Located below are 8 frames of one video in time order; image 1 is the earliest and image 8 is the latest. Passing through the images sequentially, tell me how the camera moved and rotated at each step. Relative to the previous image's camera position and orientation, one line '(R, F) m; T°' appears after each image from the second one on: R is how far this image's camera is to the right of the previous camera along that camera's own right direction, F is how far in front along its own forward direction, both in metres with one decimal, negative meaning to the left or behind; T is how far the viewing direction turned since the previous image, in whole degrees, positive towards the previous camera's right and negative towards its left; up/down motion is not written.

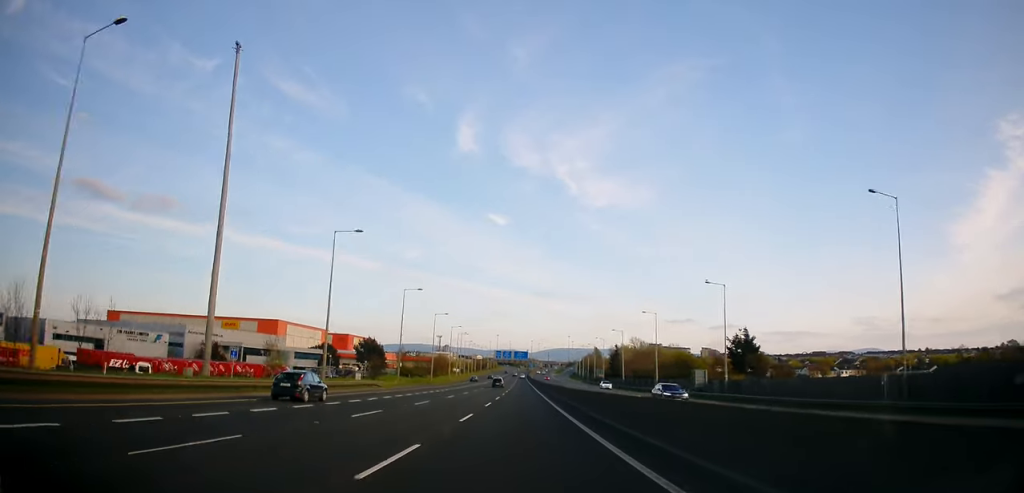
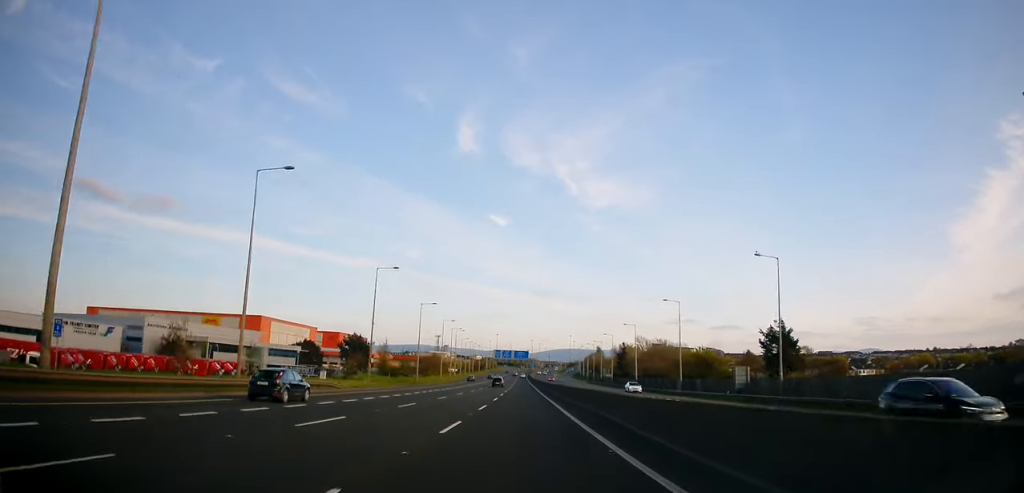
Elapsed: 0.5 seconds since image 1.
(0.0, +16.8) m; 0°
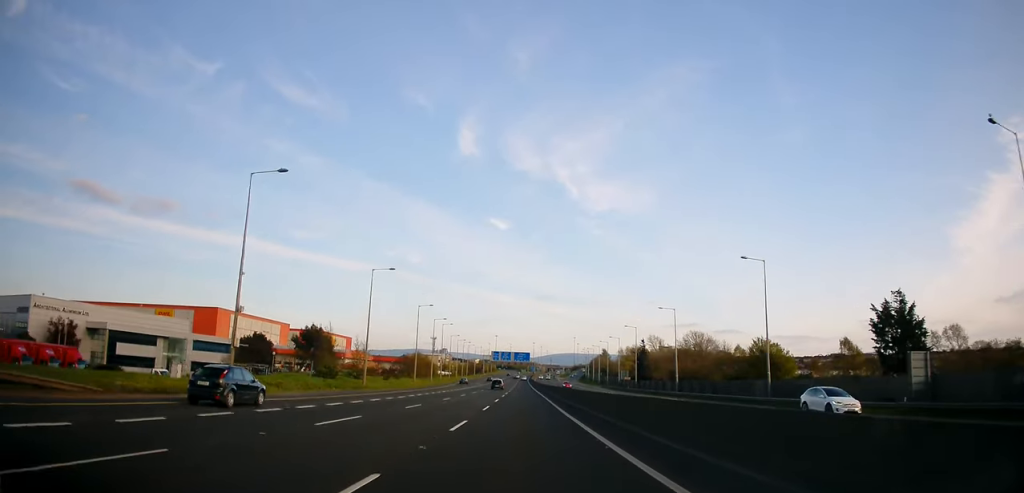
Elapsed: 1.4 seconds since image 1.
(-0.2, +33.5) m; 0°
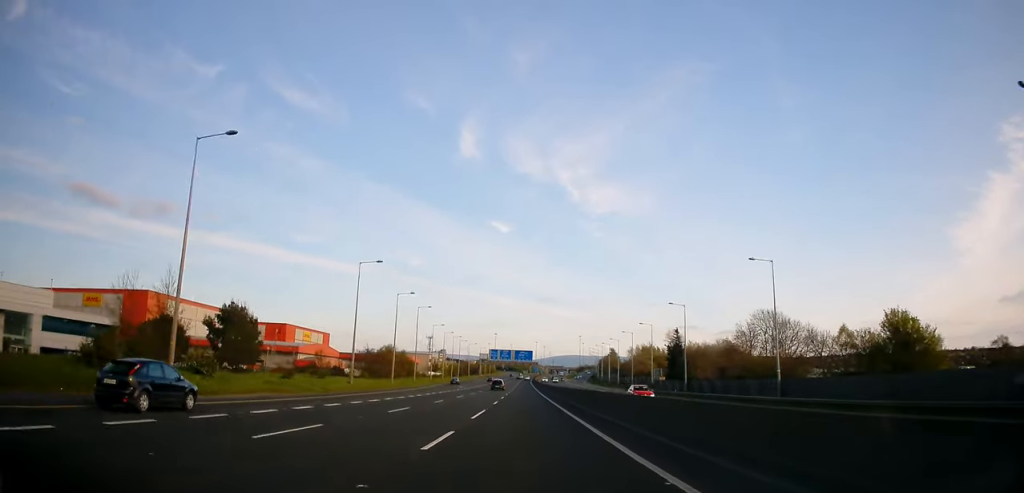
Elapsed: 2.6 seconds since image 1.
(0.0, +38.9) m; 0°
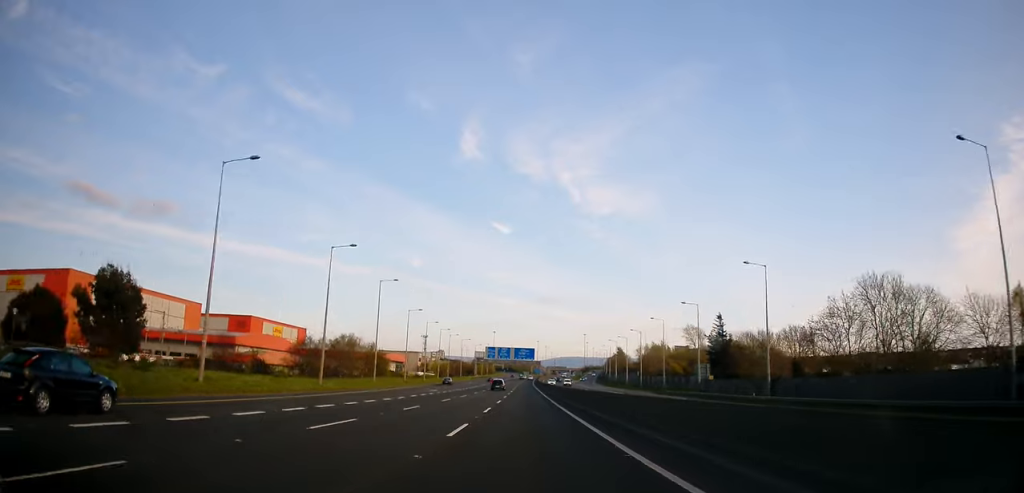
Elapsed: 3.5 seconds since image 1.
(+0.1, +33.1) m; 0°
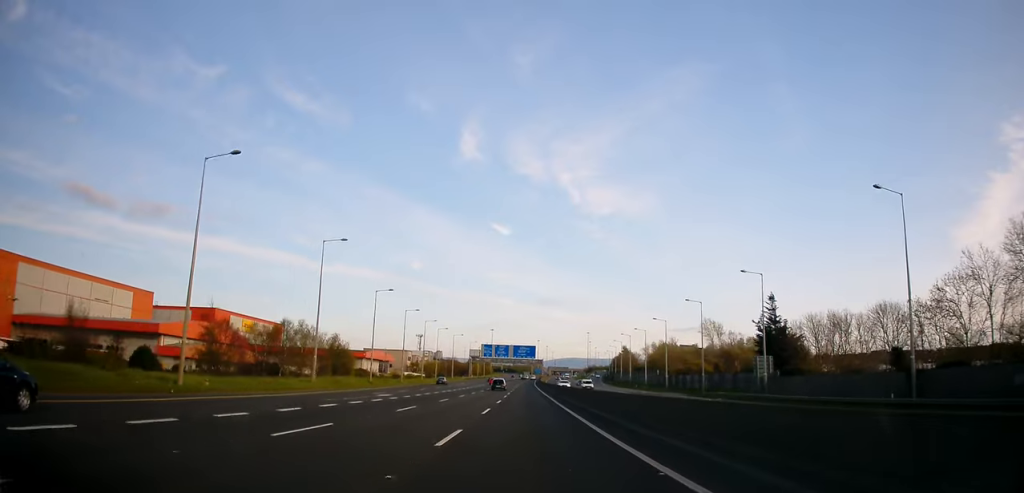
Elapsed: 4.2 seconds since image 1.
(-0.1, +24.7) m; 0°
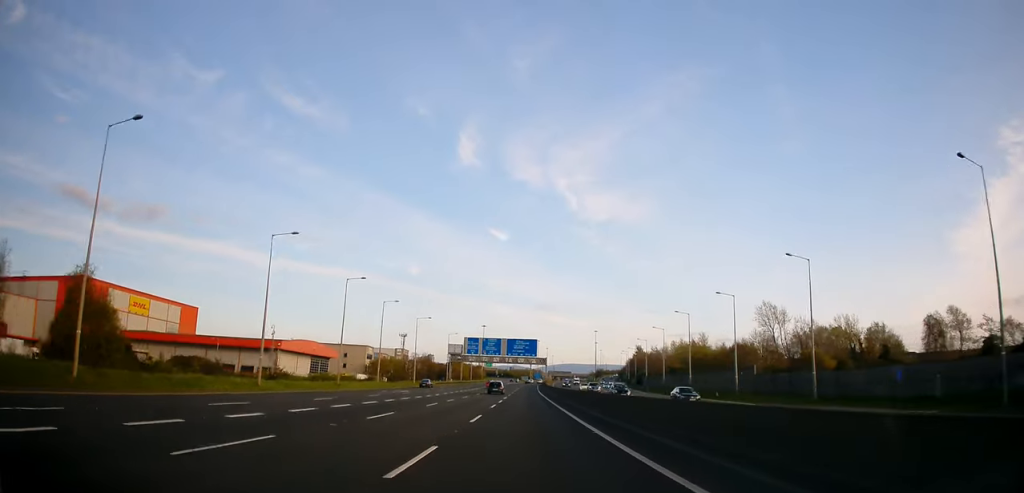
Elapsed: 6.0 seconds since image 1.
(-0.2, +61.4) m; 0°
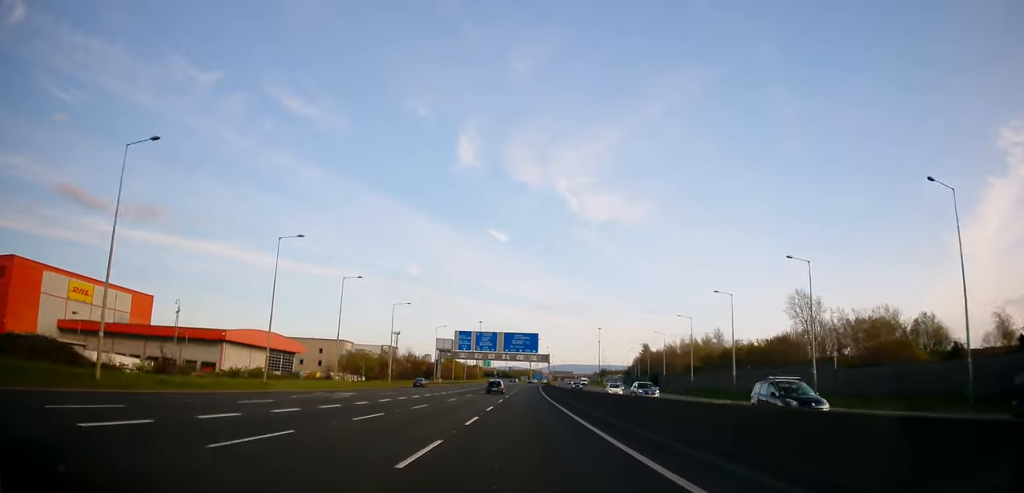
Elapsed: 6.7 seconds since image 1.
(+0.2, +23.3) m; 0°
